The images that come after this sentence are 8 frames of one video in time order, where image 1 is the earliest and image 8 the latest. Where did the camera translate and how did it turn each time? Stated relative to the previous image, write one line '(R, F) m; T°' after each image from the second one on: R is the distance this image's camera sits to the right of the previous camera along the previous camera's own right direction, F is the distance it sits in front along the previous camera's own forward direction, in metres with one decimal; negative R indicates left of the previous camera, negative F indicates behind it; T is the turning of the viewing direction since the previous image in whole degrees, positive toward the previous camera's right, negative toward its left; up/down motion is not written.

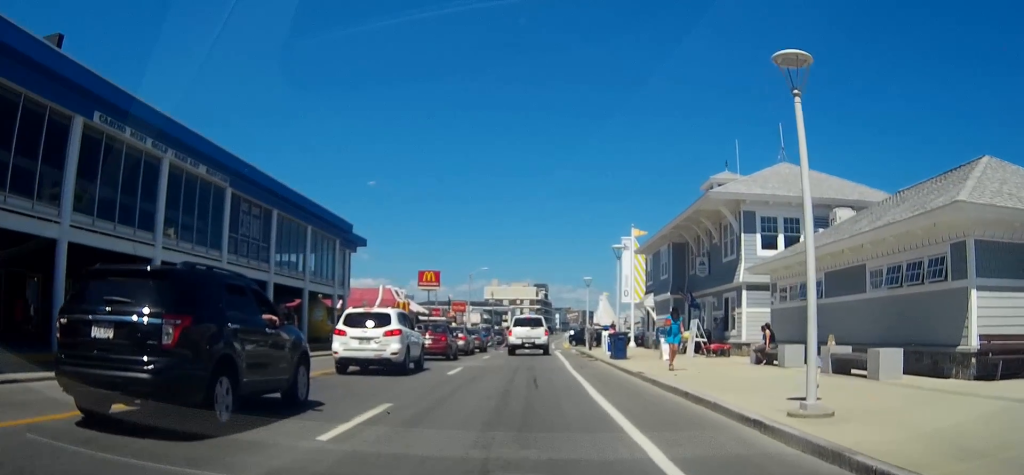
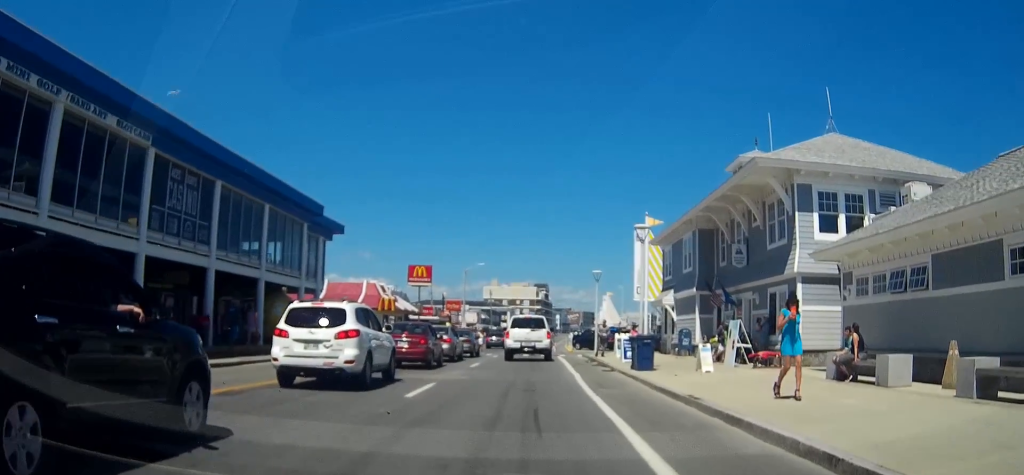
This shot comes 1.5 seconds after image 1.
(0.0, +6.4) m; -1°
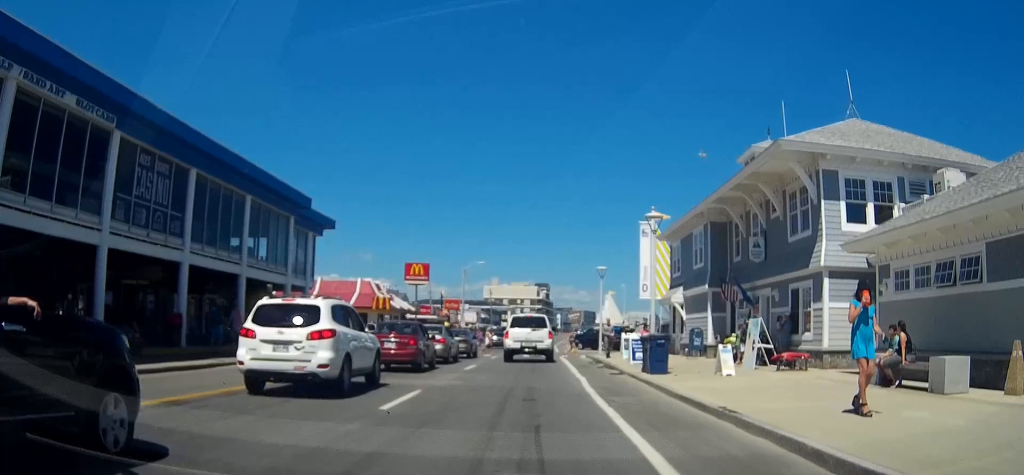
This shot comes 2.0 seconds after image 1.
(0.0, +2.2) m; 0°
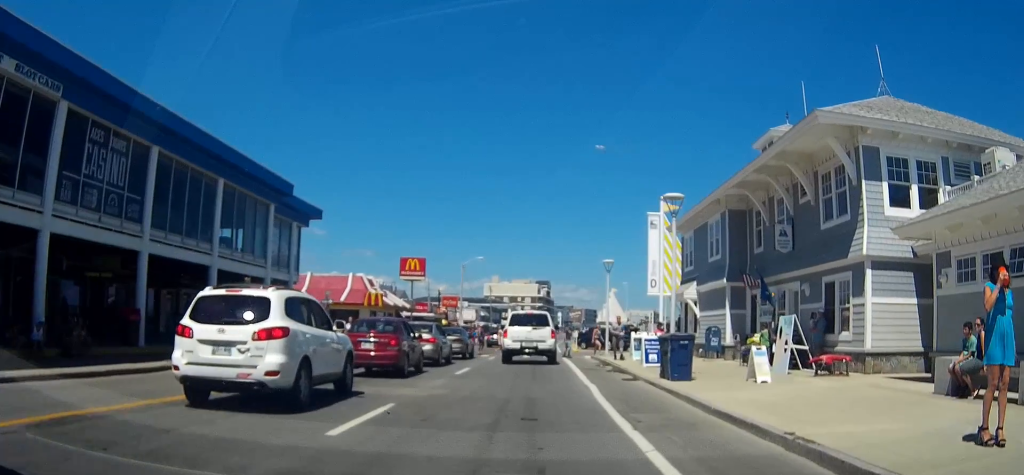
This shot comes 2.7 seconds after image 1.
(0.0, +2.8) m; 0°
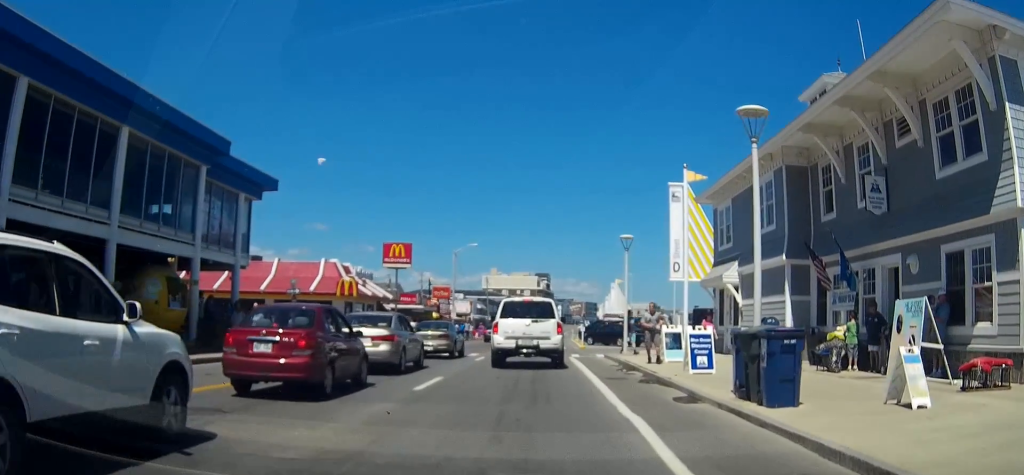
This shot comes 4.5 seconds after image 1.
(+0.1, +6.5) m; +1°
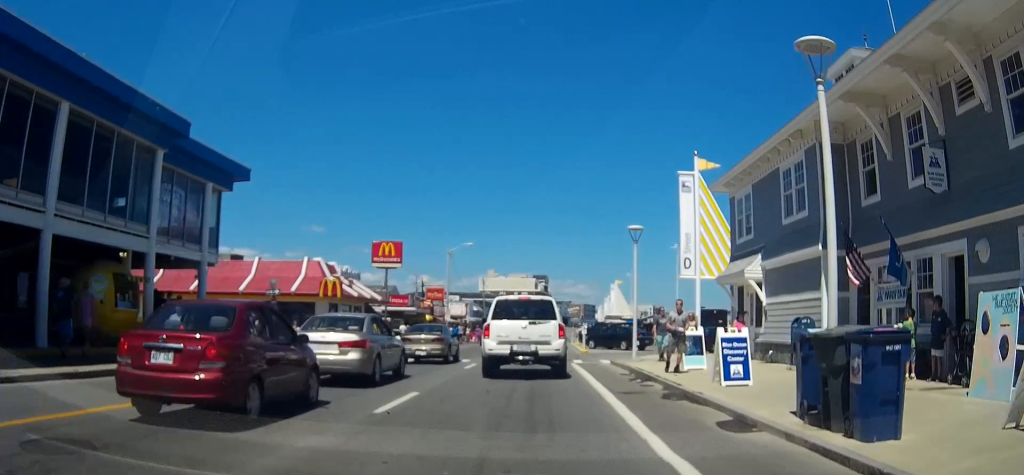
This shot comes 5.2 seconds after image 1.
(0.0, +2.7) m; -1°
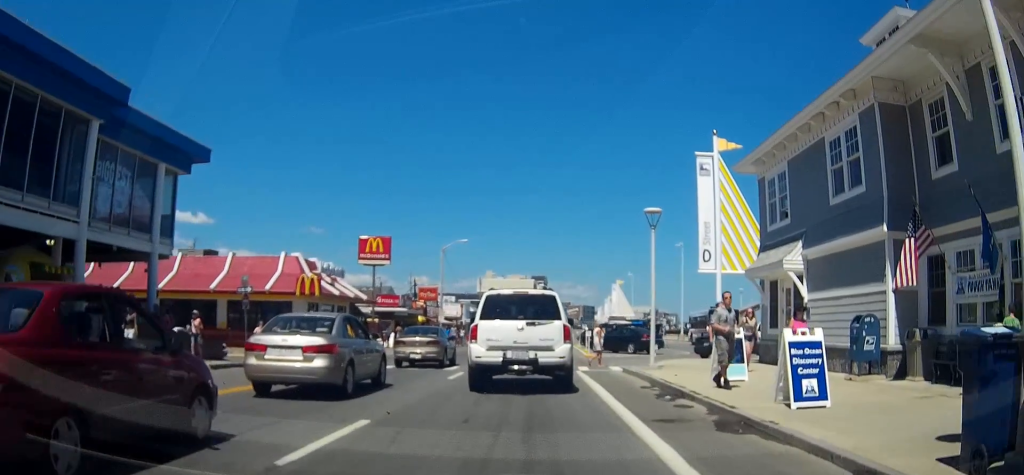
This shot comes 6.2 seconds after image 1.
(0.0, +3.1) m; 0°
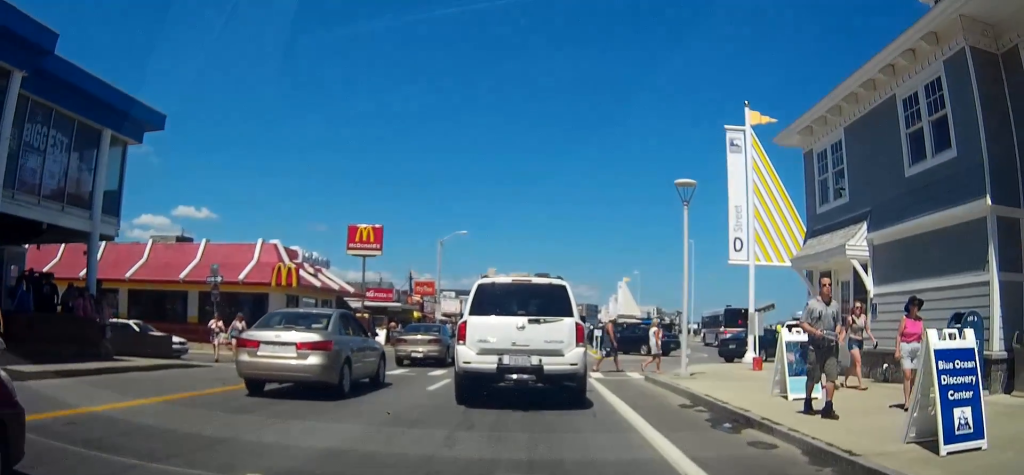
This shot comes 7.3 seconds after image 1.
(0.0, +3.1) m; +1°
